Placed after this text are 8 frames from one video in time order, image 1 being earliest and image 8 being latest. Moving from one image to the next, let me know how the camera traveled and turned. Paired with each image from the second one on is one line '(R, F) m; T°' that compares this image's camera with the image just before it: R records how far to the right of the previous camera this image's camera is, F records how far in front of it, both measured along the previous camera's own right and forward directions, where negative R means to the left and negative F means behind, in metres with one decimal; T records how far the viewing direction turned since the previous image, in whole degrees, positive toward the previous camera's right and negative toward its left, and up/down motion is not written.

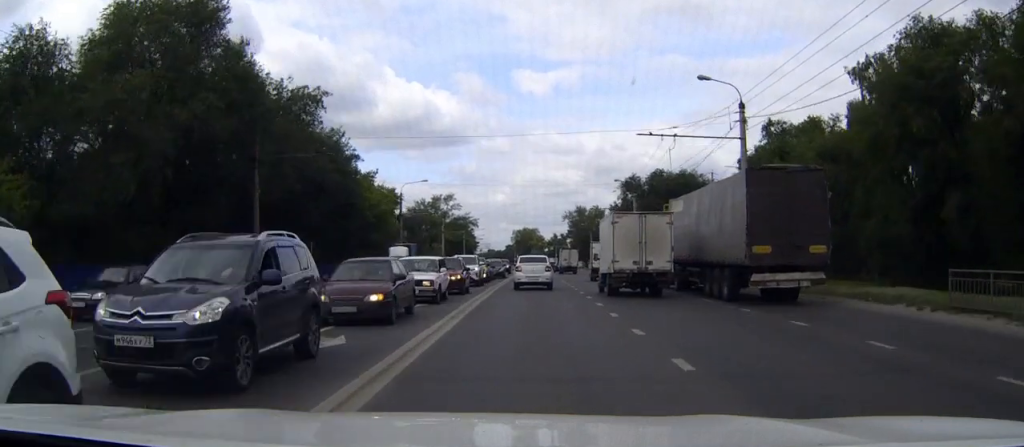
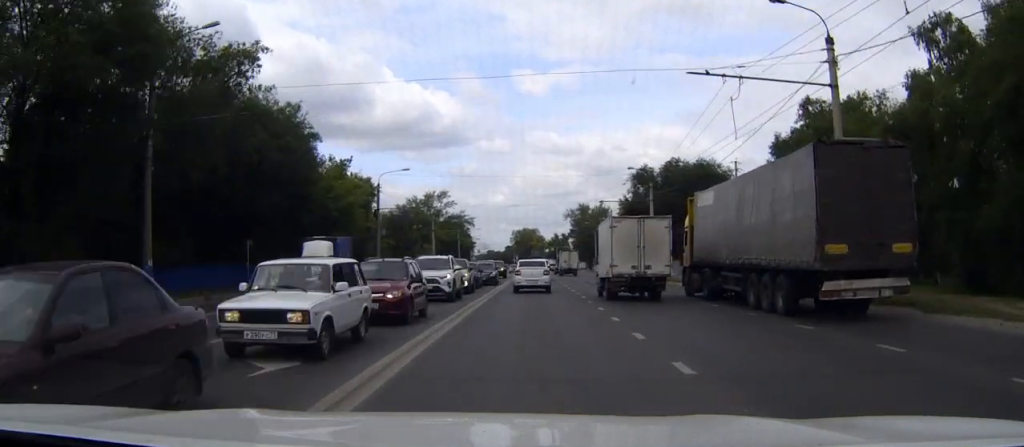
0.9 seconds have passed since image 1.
(0.0, +12.1) m; 0°
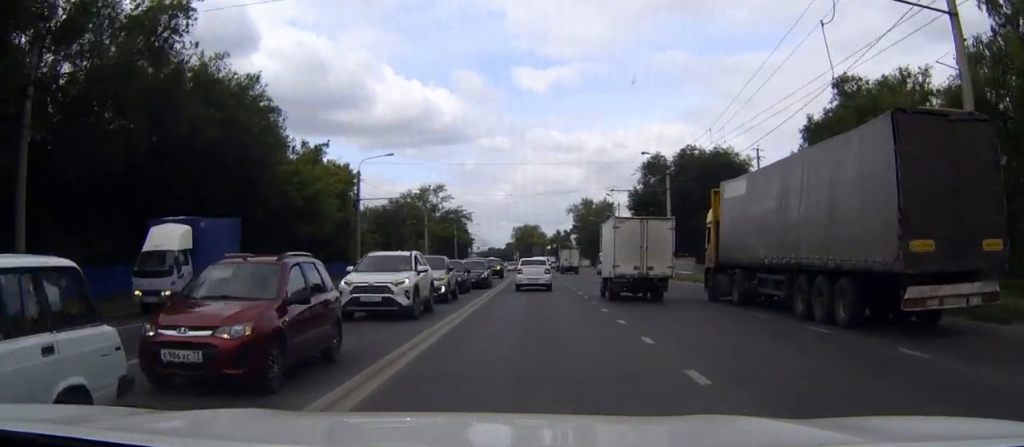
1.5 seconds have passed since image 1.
(0.0, +8.5) m; 0°
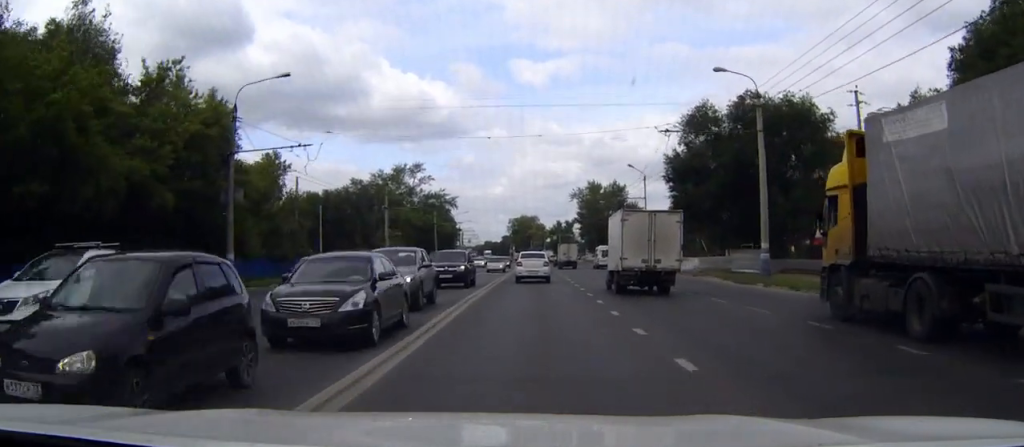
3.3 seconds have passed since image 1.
(+0.2, +26.9) m; -1°
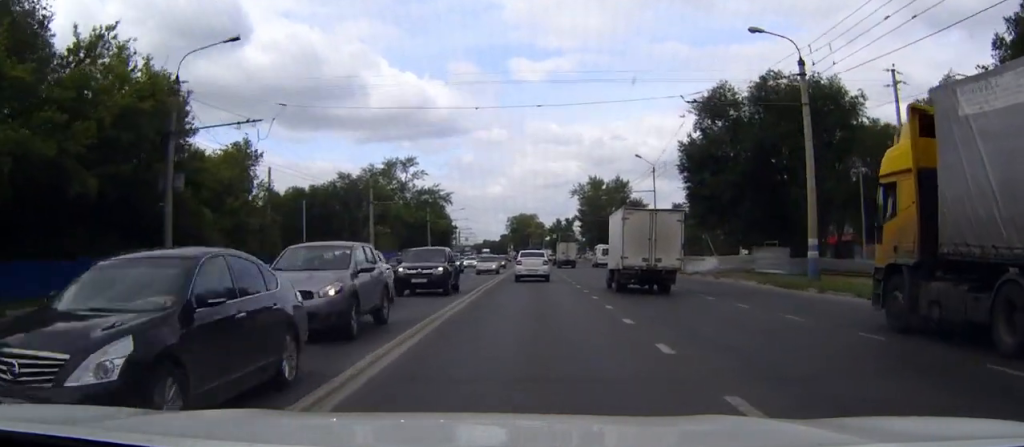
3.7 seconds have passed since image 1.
(-0.1, +6.7) m; 0°
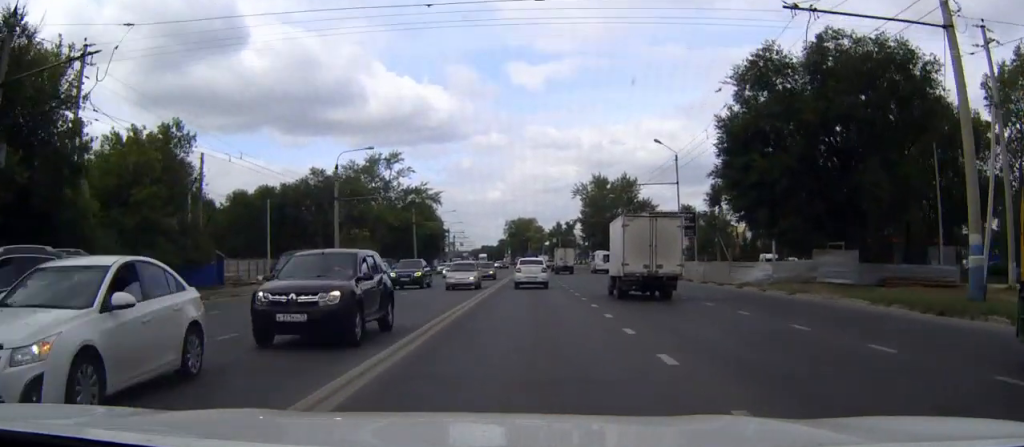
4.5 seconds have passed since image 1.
(-0.2, +12.5) m; 0°
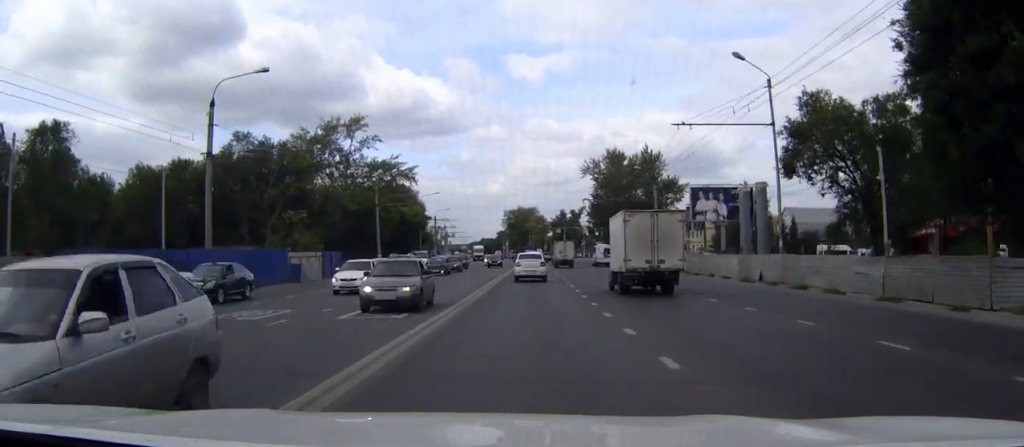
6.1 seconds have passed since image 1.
(+0.4, +24.9) m; +1°
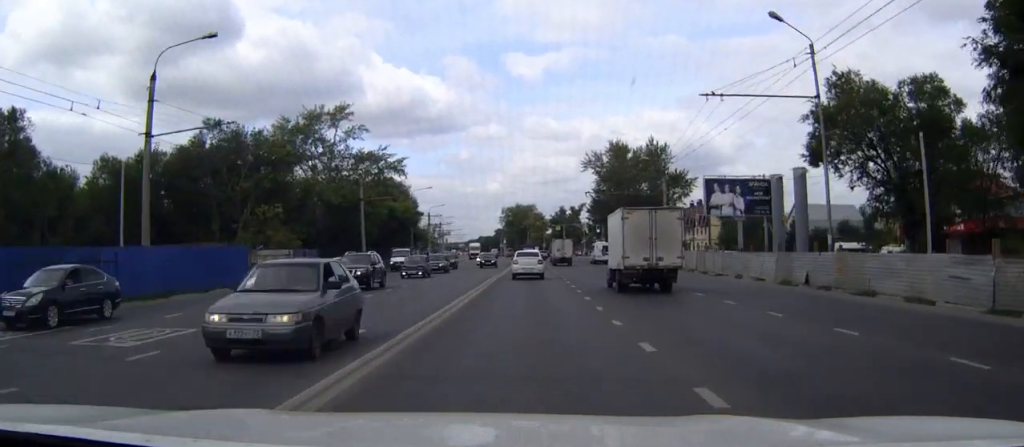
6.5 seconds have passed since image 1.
(0.0, +6.4) m; 0°
